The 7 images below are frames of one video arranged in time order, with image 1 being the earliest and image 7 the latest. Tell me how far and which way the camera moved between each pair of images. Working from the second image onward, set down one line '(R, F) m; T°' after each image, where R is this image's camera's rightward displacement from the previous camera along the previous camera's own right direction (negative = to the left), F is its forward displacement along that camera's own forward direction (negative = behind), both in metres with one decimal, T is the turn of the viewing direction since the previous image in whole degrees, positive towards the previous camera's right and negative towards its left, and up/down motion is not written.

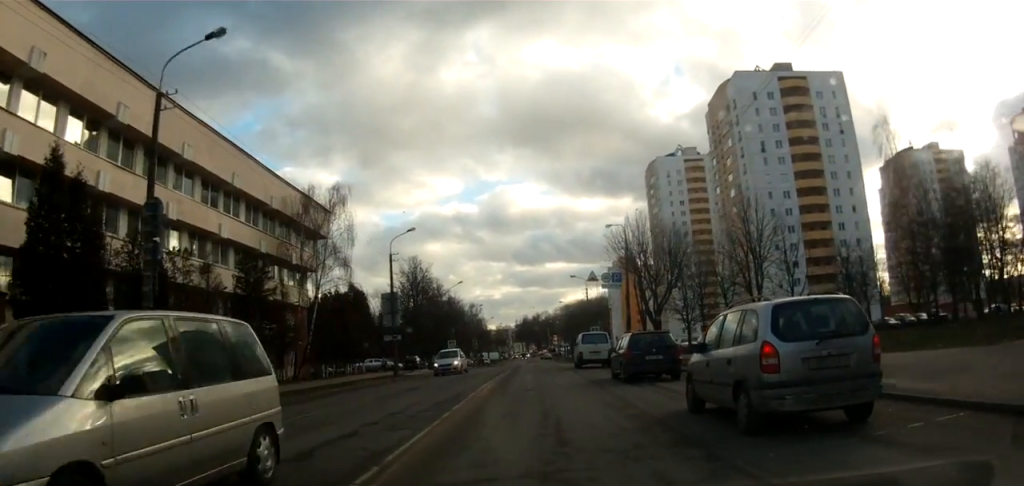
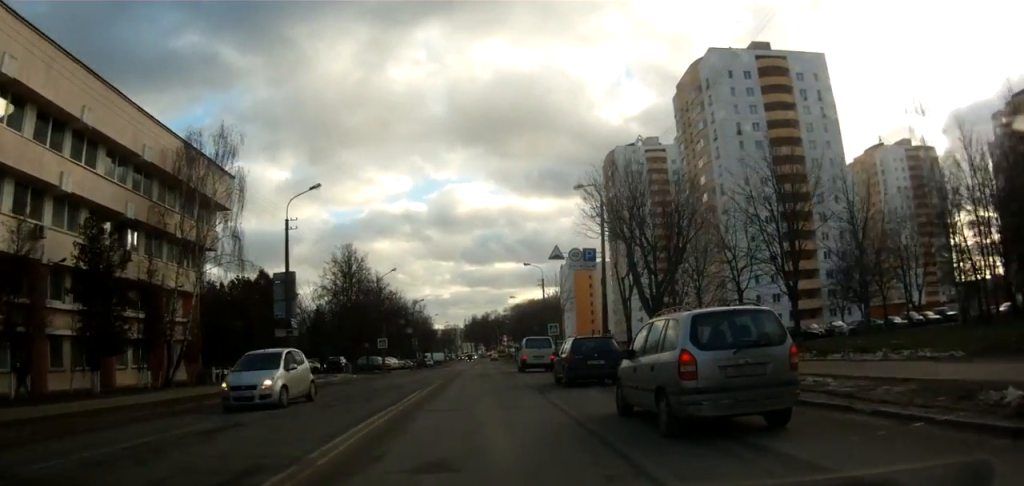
(+0.3, +11.3) m; +4°
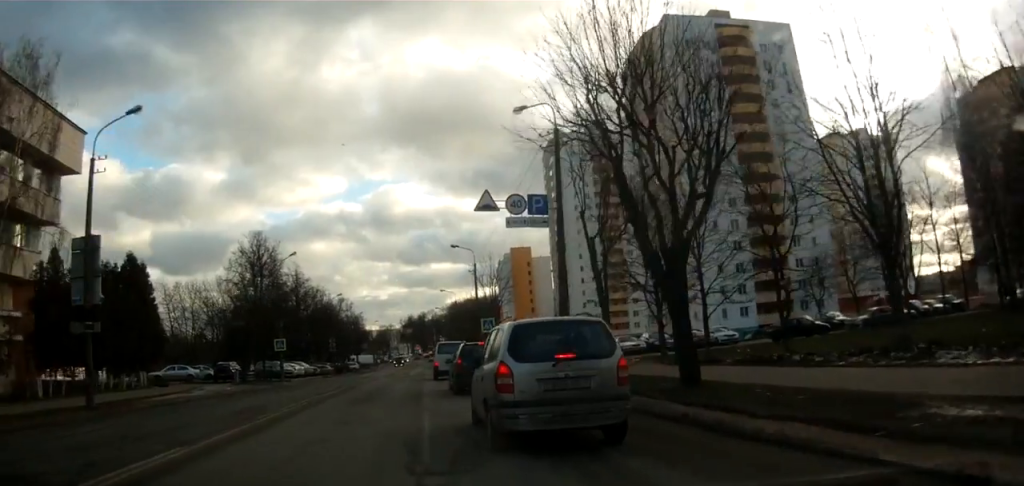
(+0.6, +11.0) m; +5°
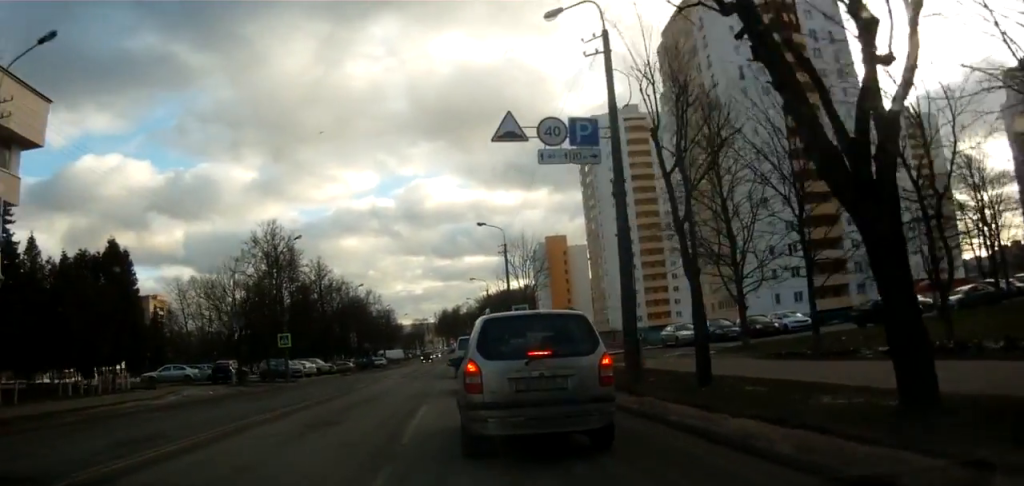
(+0.1, +5.7) m; -2°
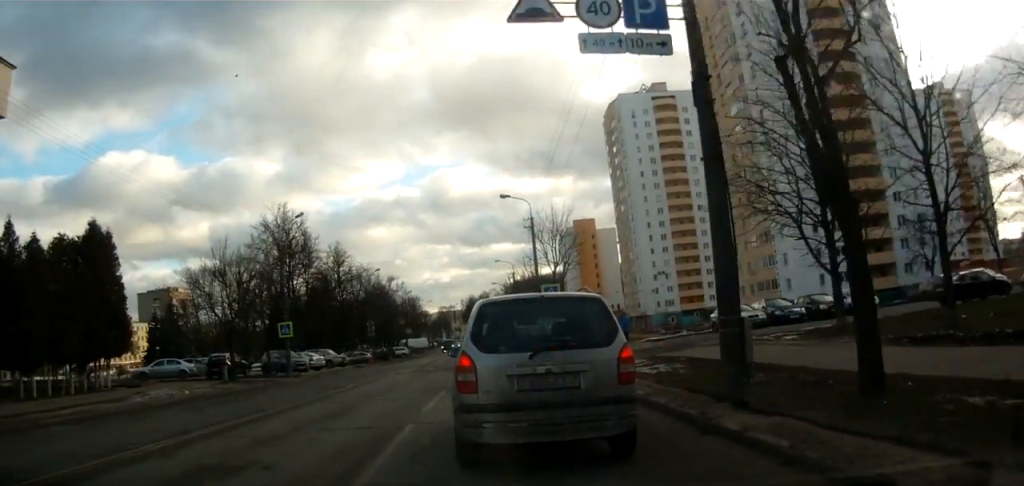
(-0.1, +4.5) m; -3°
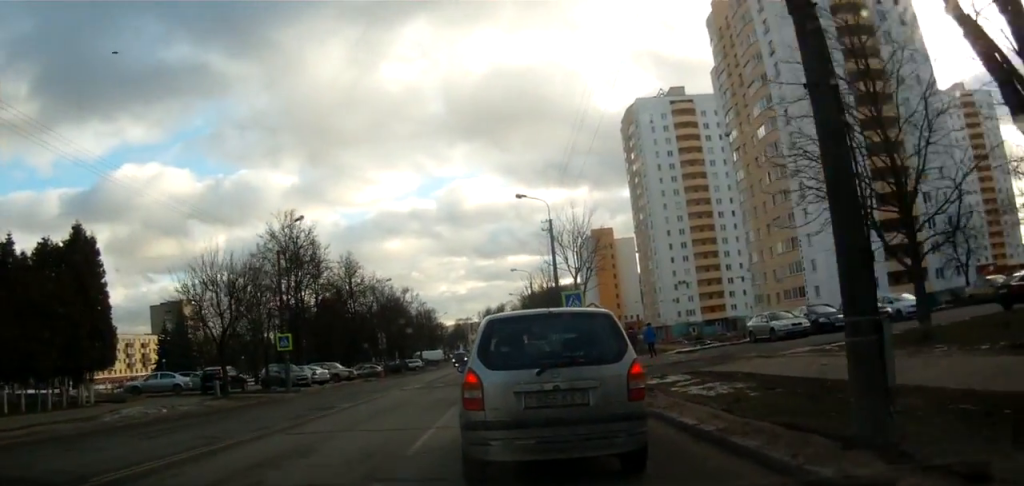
(-0.3, +3.2) m; -2°
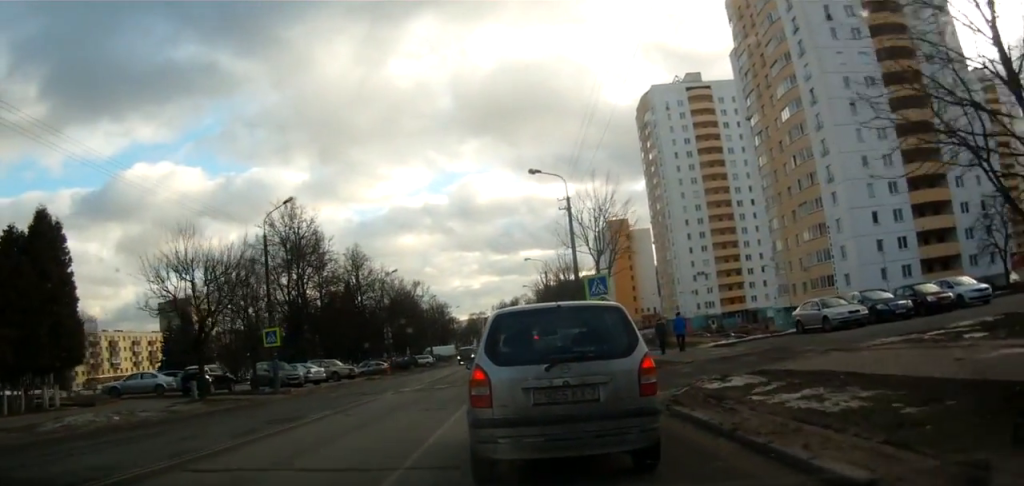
(+0.1, +4.1) m; +1°
